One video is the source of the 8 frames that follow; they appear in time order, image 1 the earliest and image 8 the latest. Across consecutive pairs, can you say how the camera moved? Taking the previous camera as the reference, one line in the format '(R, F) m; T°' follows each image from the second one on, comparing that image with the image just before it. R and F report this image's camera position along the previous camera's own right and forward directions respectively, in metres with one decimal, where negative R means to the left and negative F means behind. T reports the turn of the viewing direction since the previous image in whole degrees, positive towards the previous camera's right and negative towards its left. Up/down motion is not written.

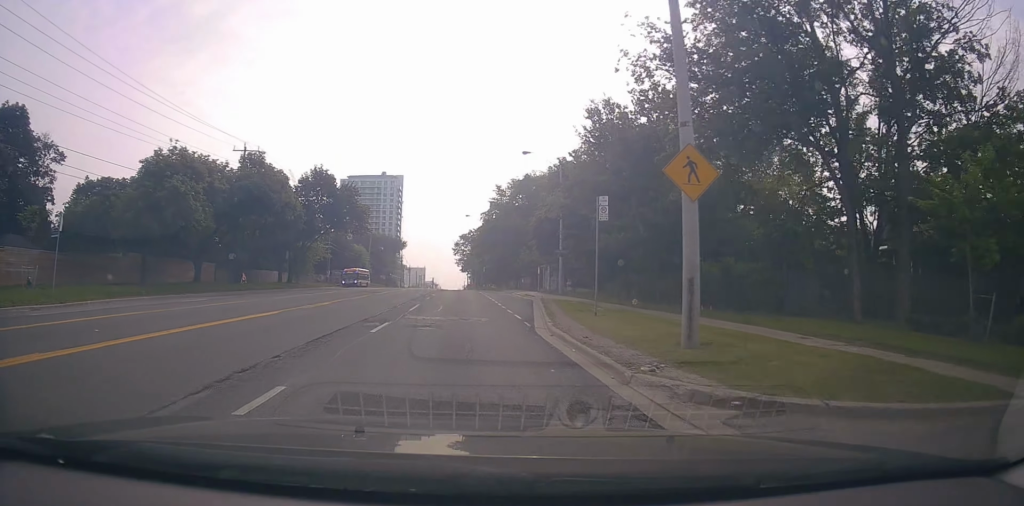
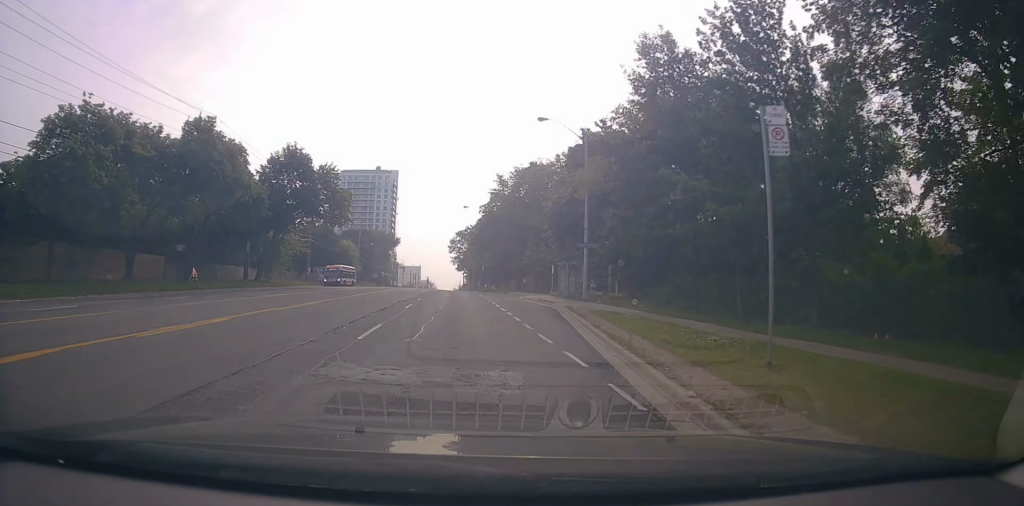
(-0.3, +10.1) m; 0°
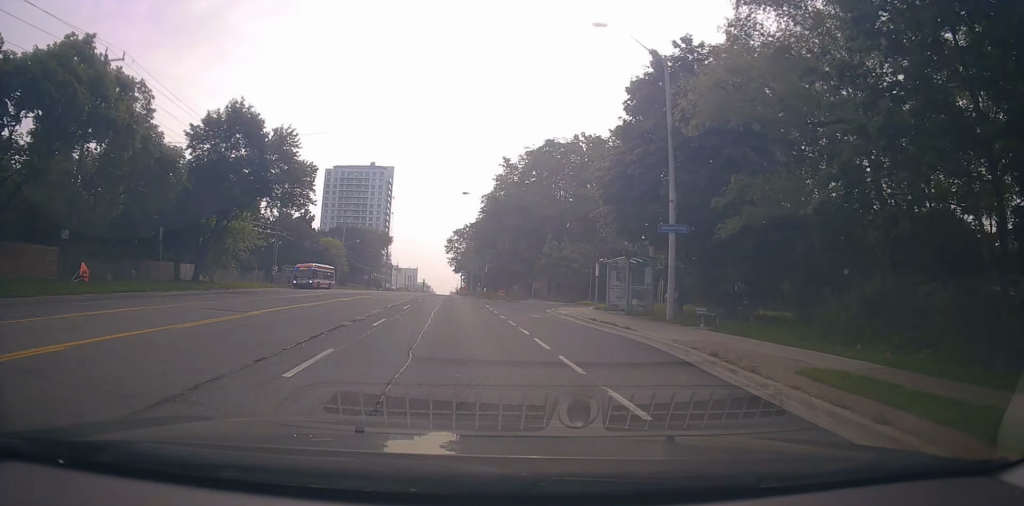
(+0.5, +14.9) m; +4°
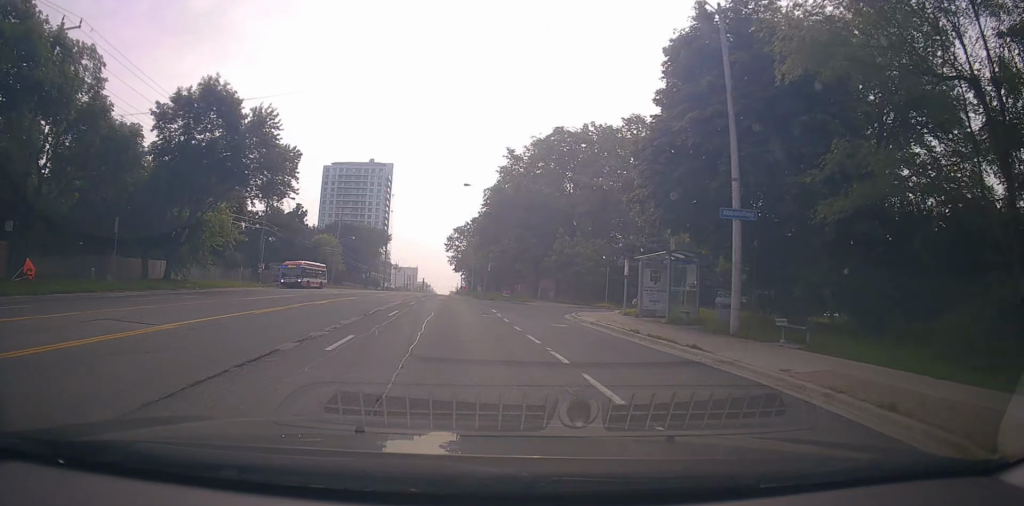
(+0.1, +5.1) m; +1°
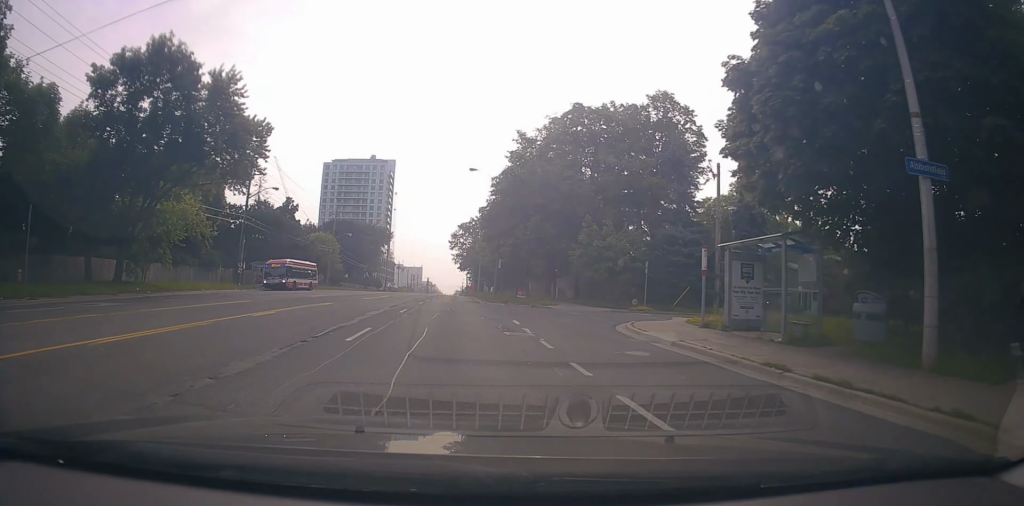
(0.0, +7.5) m; -2°
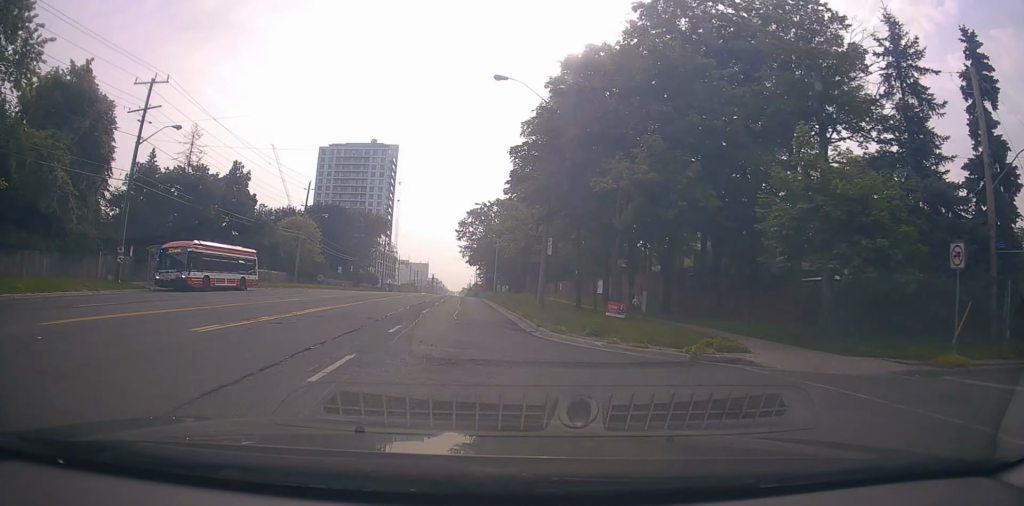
(-0.3, +22.9) m; 0°
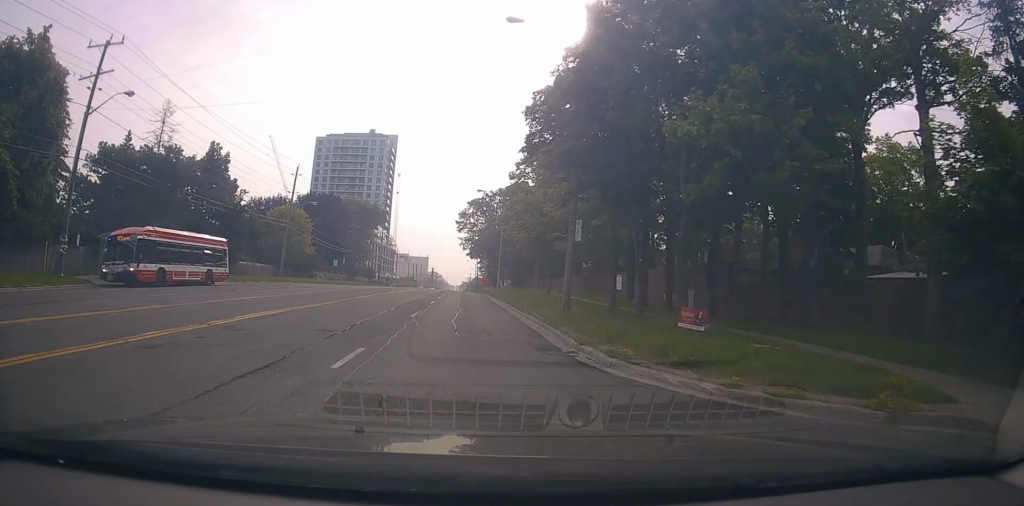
(+0.3, +6.1) m; 0°
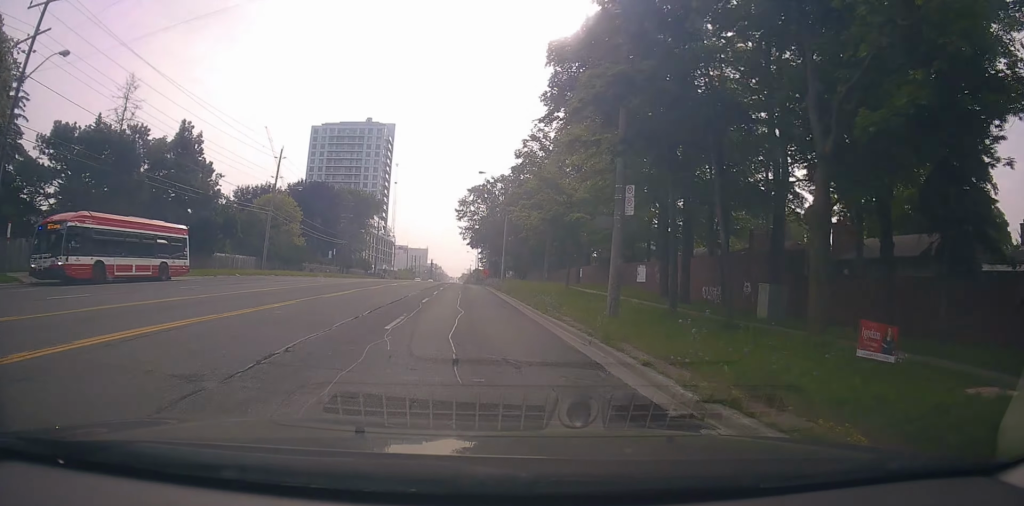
(-0.3, +6.2) m; -1°
